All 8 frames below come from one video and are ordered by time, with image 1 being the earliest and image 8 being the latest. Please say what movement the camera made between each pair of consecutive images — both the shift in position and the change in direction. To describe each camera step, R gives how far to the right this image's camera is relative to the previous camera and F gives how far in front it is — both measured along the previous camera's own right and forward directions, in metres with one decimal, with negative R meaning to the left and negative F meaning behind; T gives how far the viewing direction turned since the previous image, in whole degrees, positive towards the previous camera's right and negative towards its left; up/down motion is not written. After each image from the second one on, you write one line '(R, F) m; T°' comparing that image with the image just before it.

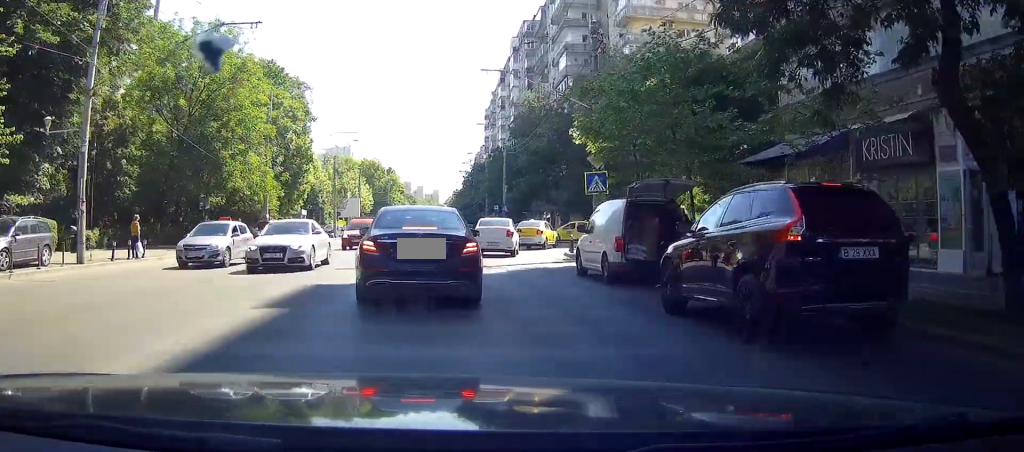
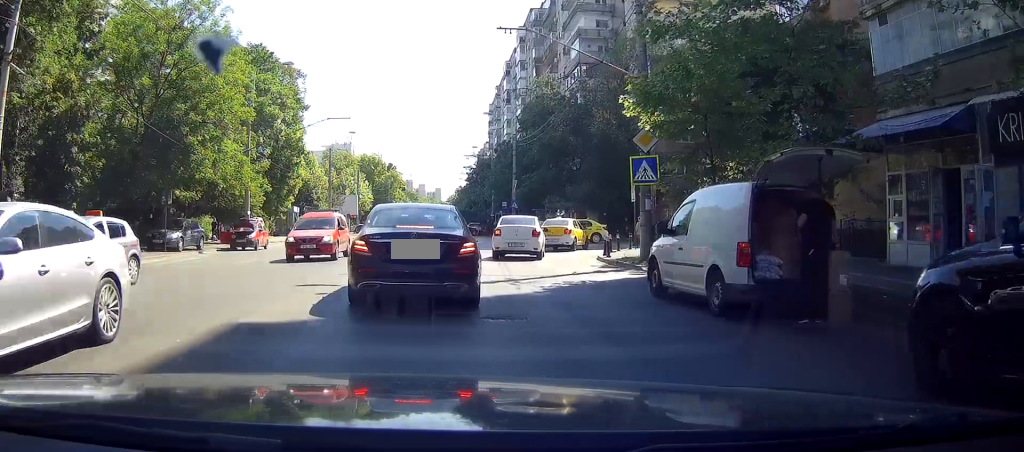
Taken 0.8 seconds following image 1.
(+0.1, +5.4) m; +3°
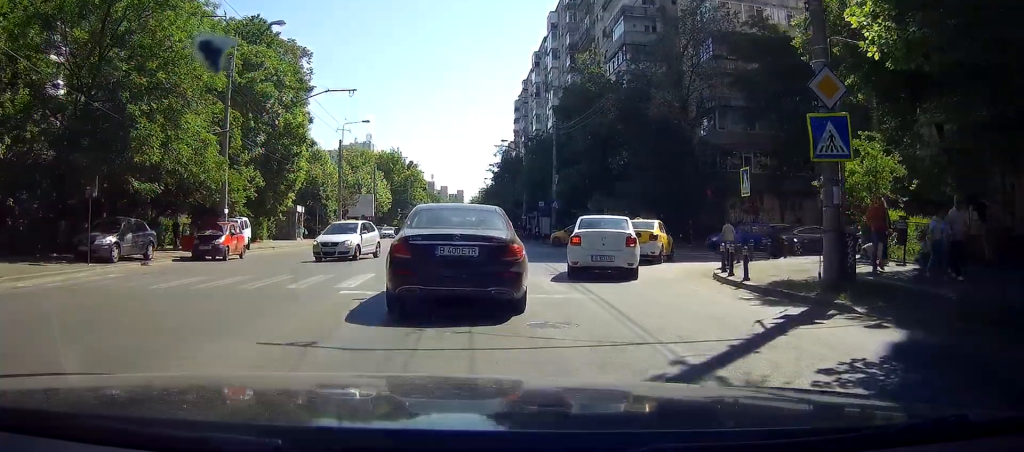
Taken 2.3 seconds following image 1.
(+0.4, +8.8) m; +3°
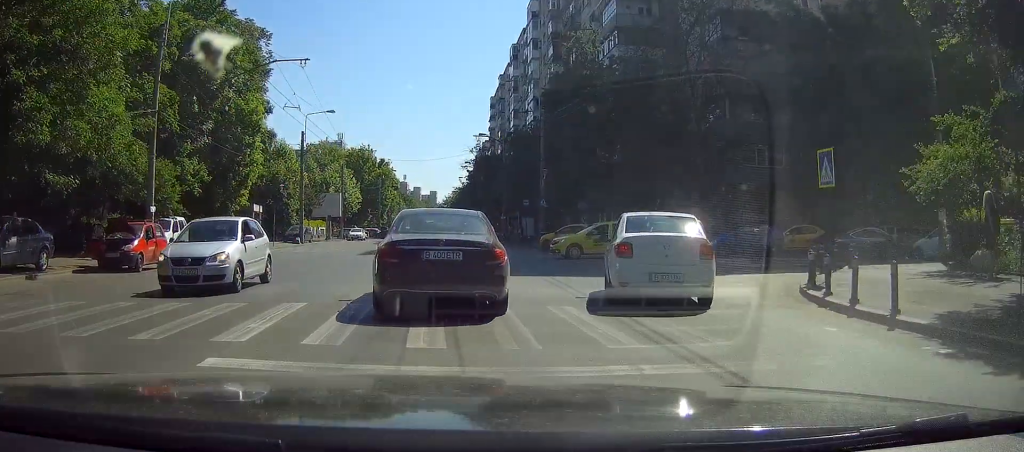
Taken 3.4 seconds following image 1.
(0.0, +6.7) m; 0°
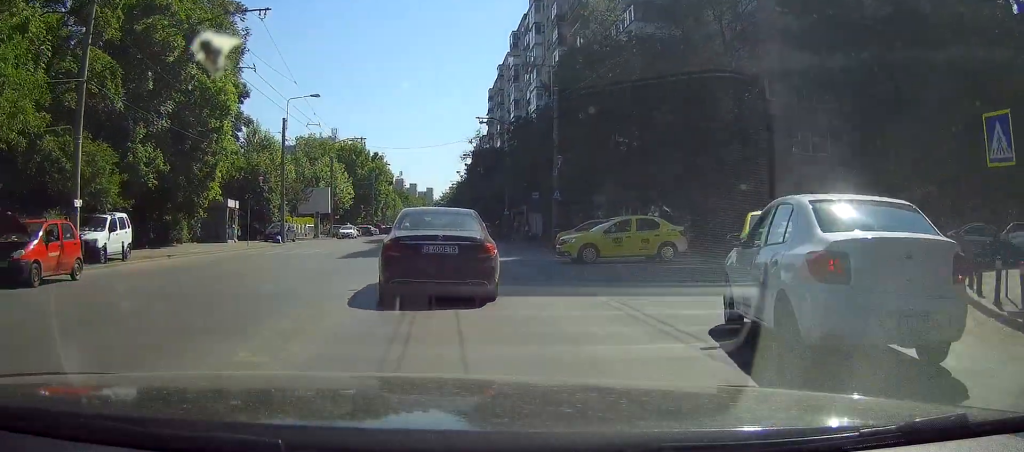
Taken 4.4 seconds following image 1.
(0.0, +7.0) m; 0°
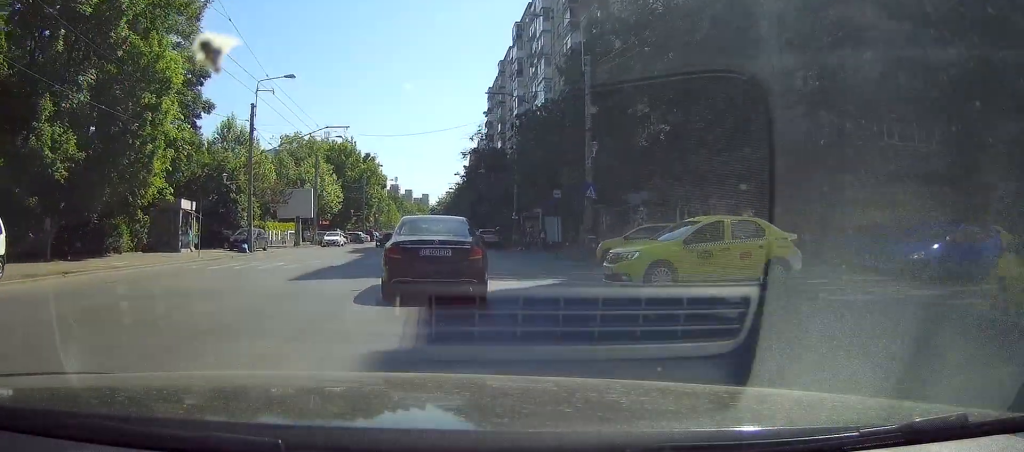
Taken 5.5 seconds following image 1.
(0.0, +9.6) m; 0°
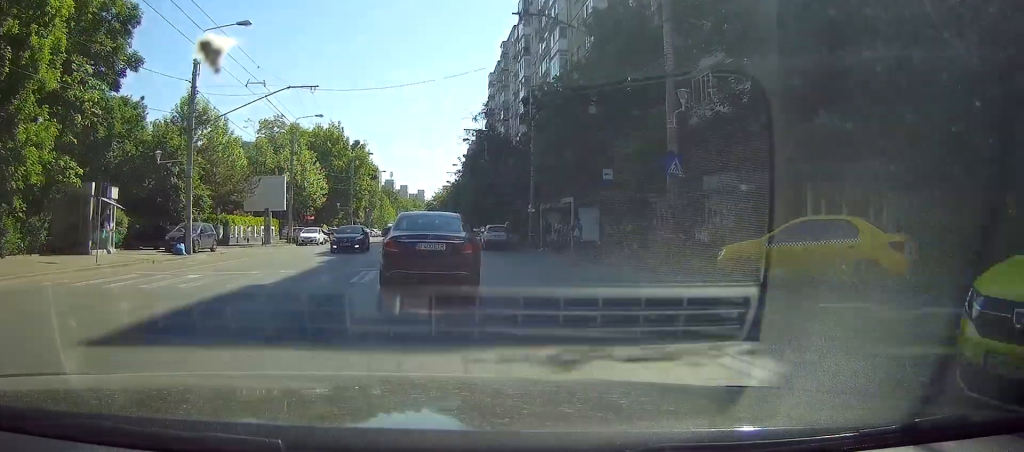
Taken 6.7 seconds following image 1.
(0.0, +11.5) m; 0°
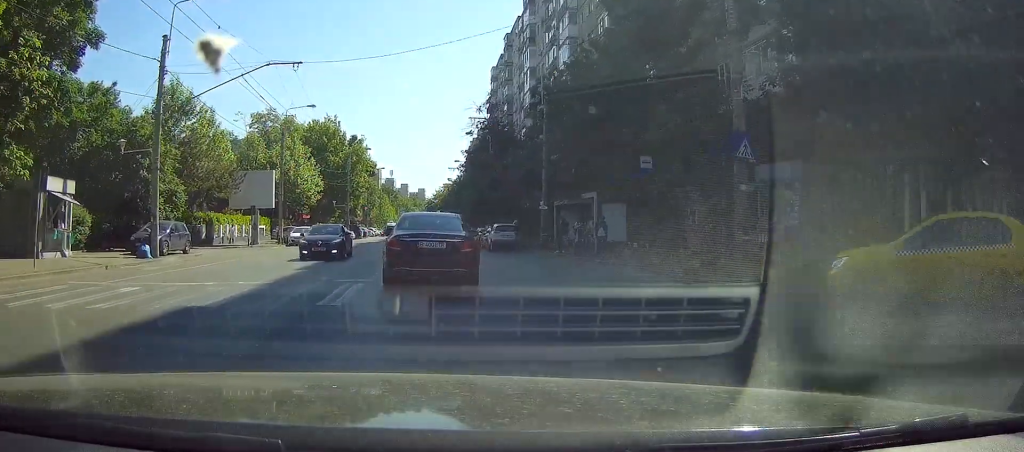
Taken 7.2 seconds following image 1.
(0.0, +4.7) m; -1°
